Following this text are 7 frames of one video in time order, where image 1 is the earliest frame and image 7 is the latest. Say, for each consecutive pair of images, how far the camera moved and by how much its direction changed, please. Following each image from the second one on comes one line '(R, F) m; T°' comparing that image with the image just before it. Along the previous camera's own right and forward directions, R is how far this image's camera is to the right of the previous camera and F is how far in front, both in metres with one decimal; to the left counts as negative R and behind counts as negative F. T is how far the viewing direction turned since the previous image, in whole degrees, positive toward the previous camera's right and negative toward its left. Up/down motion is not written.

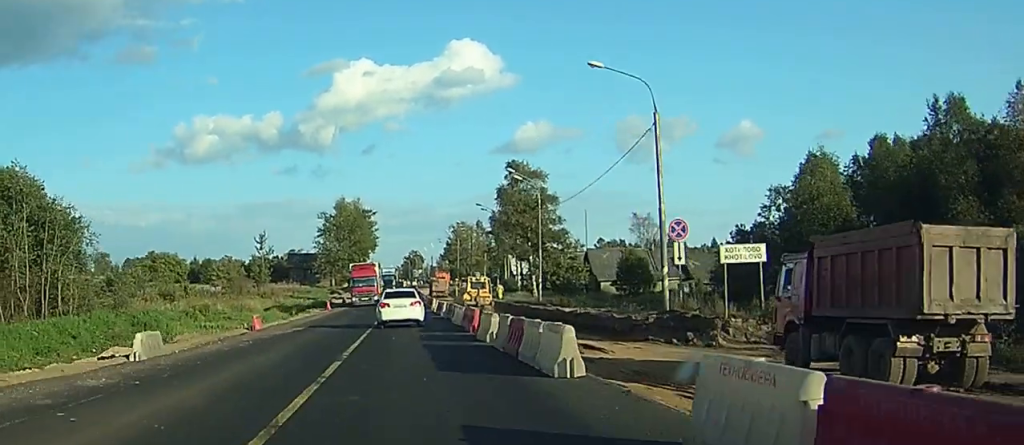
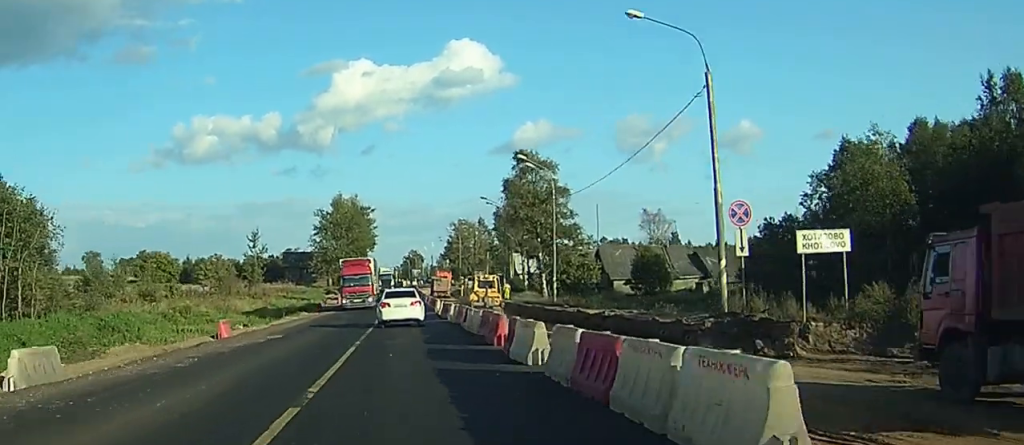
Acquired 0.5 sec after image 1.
(0.0, +7.0) m; 0°
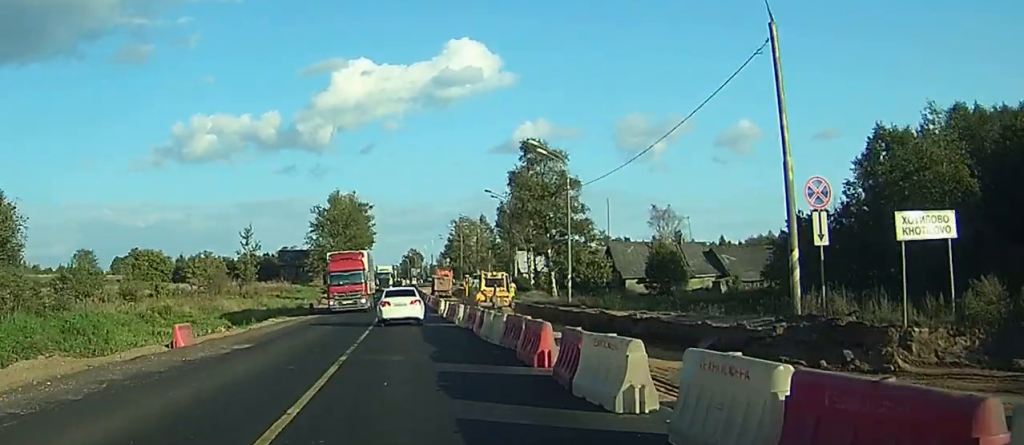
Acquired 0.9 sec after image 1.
(0.0, +6.1) m; 0°
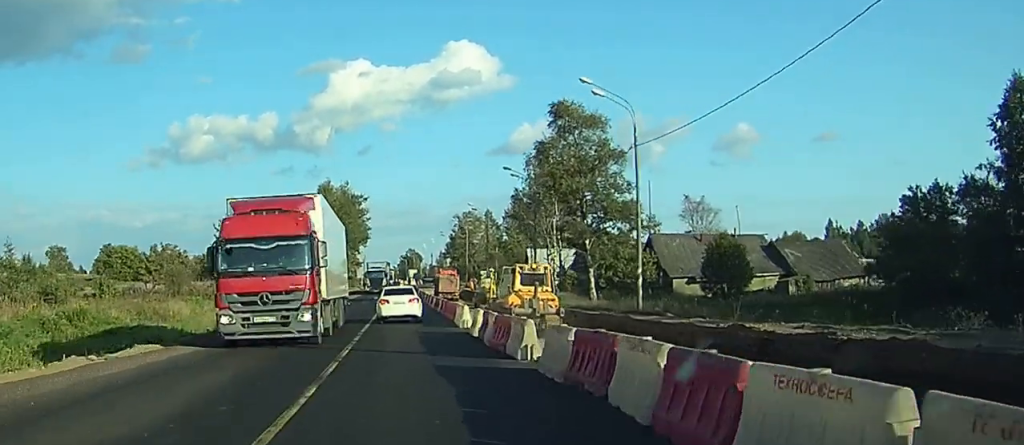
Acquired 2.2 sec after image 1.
(+0.1, +18.2) m; 0°
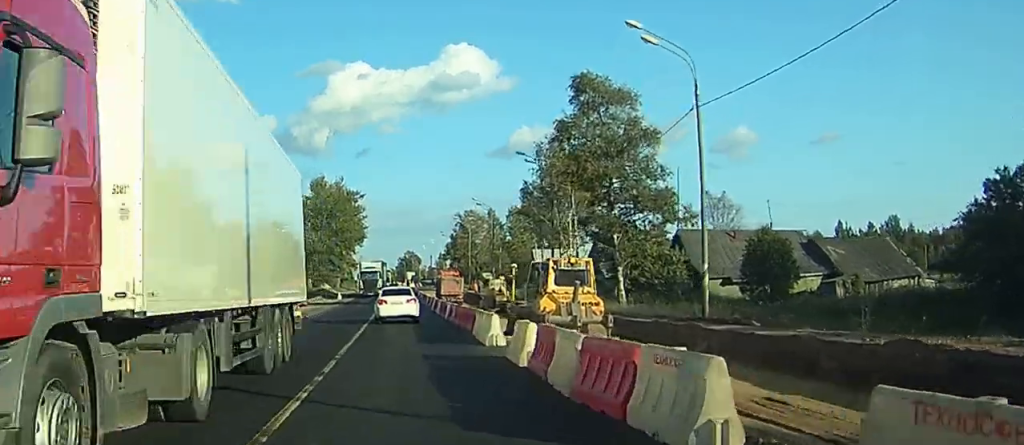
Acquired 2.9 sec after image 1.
(0.0, +9.3) m; 0°
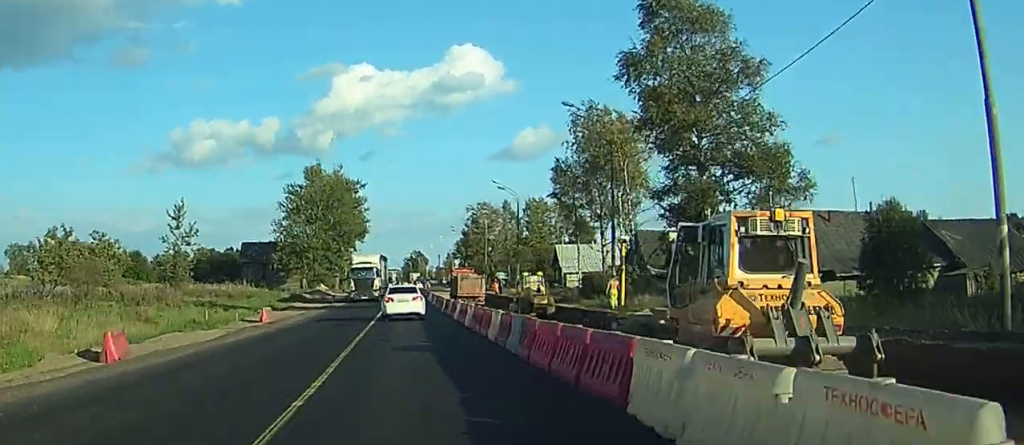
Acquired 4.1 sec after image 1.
(+0.1, +16.9) m; +1°
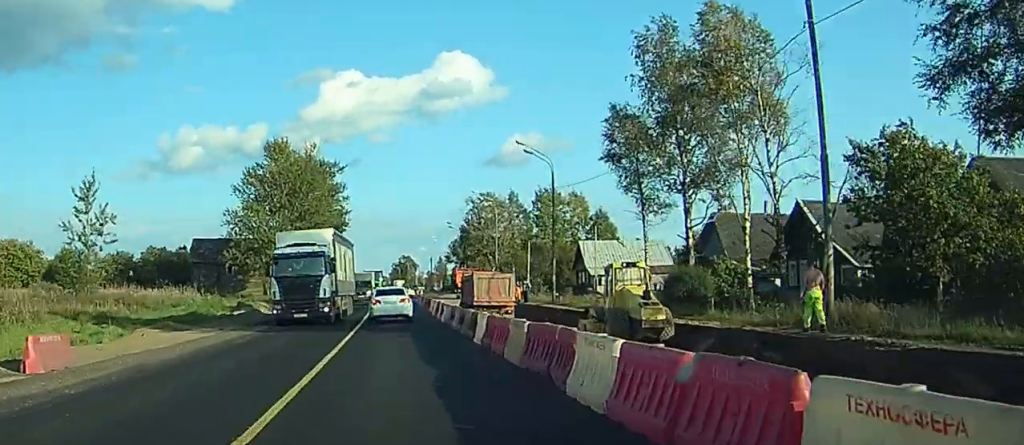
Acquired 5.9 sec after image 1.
(-0.4, +25.2) m; -2°
